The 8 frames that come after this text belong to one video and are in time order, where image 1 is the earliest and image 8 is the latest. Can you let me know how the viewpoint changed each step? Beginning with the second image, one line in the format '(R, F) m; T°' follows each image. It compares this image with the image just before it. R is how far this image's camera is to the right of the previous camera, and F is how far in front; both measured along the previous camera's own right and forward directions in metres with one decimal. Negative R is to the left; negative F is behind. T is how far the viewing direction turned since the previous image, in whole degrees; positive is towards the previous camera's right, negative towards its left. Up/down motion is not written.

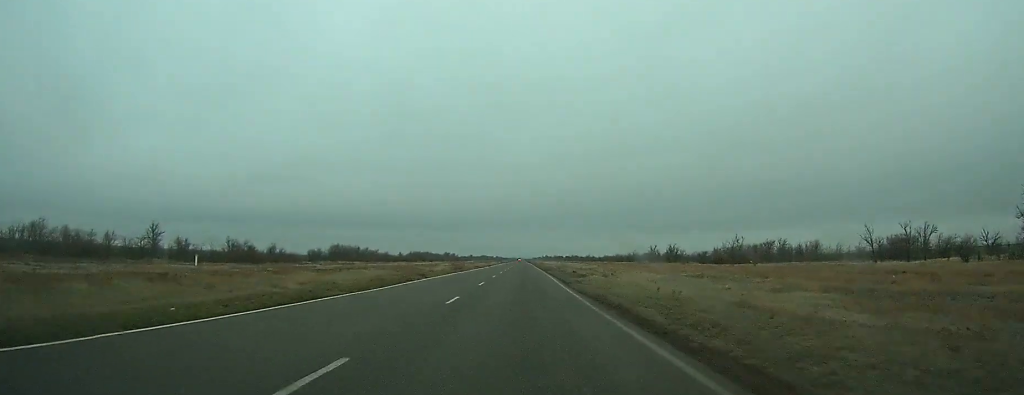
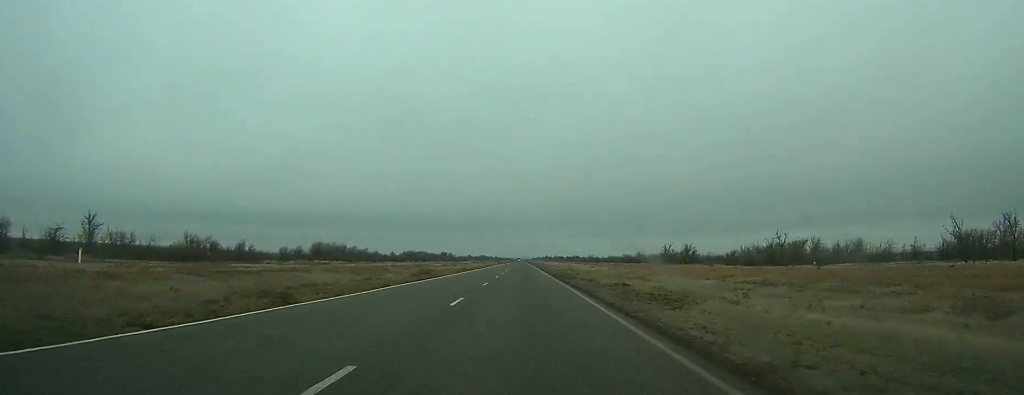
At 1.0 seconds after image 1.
(0.0, +24.3) m; 0°
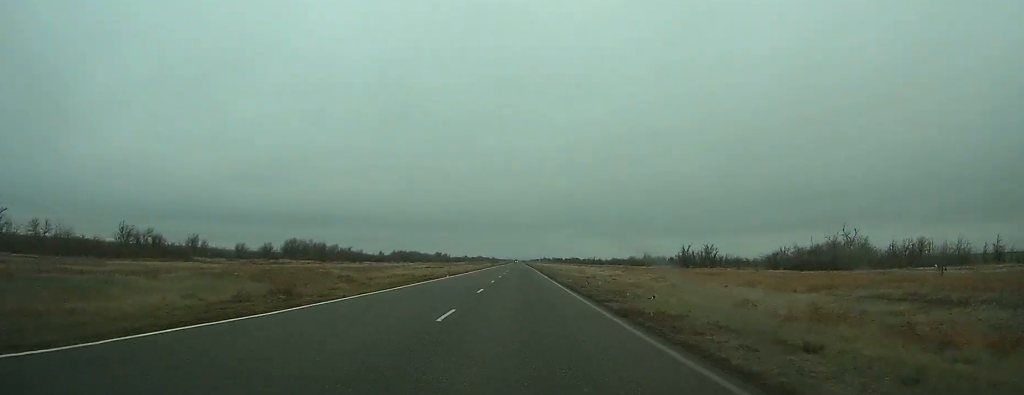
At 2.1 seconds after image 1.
(-0.1, +26.8) m; 0°
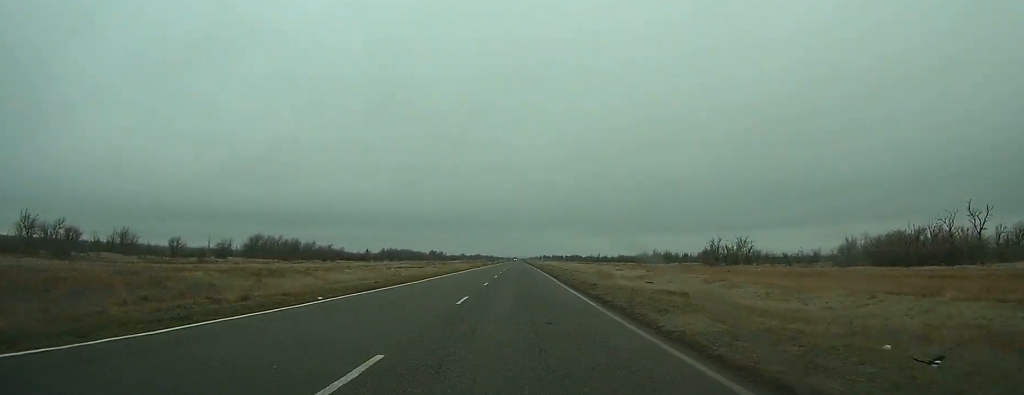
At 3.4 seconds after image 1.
(-0.1, +29.9) m; 0°
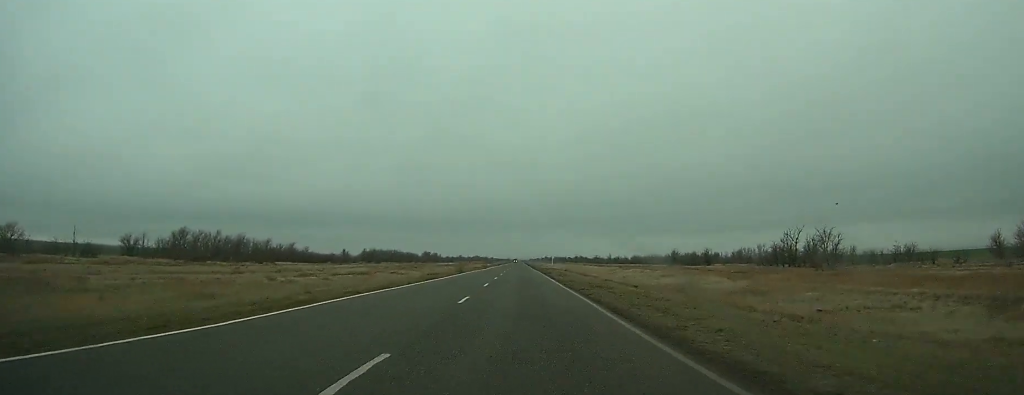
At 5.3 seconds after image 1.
(-0.1, +46.8) m; 0°
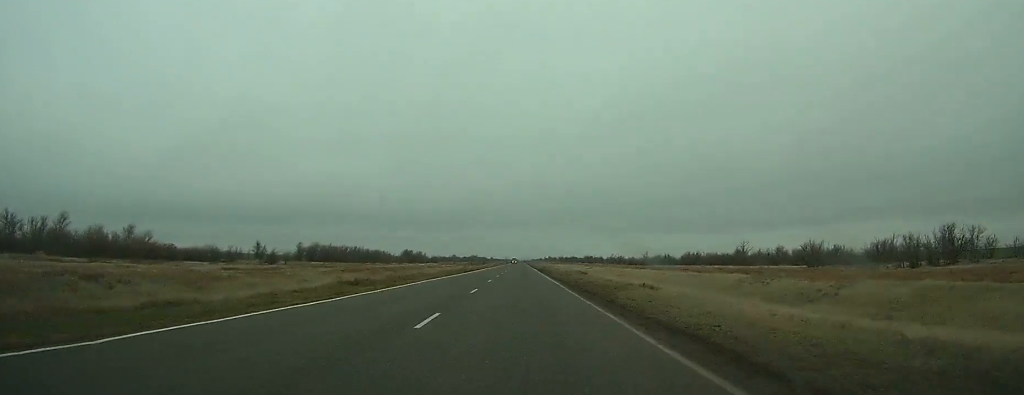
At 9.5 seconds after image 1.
(-0.1, +105.3) m; 0°
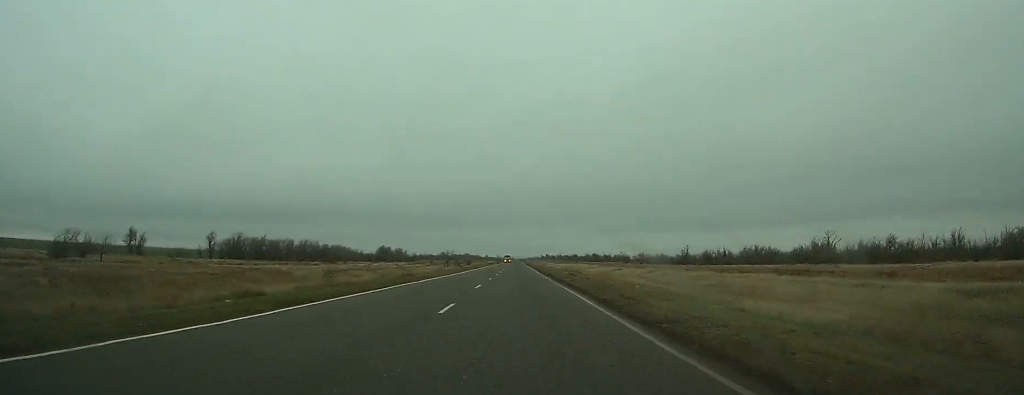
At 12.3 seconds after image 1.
(0.0, +67.2) m; 0°
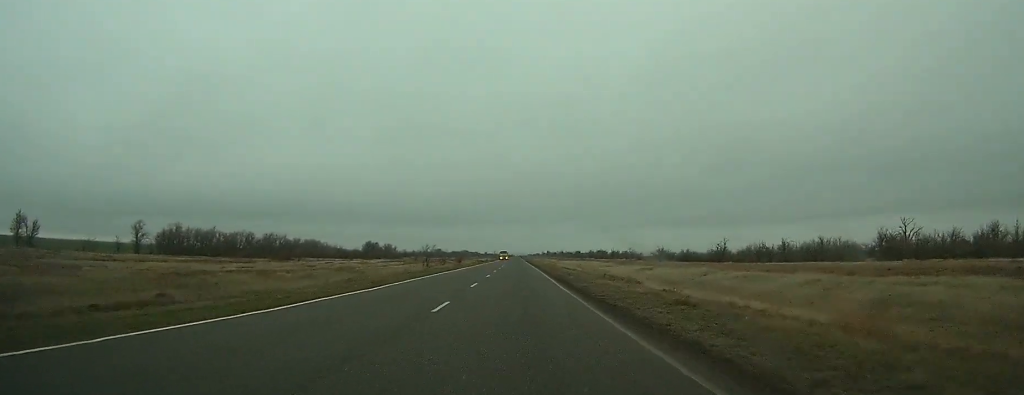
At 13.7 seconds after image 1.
(0.0, +34.3) m; 0°
